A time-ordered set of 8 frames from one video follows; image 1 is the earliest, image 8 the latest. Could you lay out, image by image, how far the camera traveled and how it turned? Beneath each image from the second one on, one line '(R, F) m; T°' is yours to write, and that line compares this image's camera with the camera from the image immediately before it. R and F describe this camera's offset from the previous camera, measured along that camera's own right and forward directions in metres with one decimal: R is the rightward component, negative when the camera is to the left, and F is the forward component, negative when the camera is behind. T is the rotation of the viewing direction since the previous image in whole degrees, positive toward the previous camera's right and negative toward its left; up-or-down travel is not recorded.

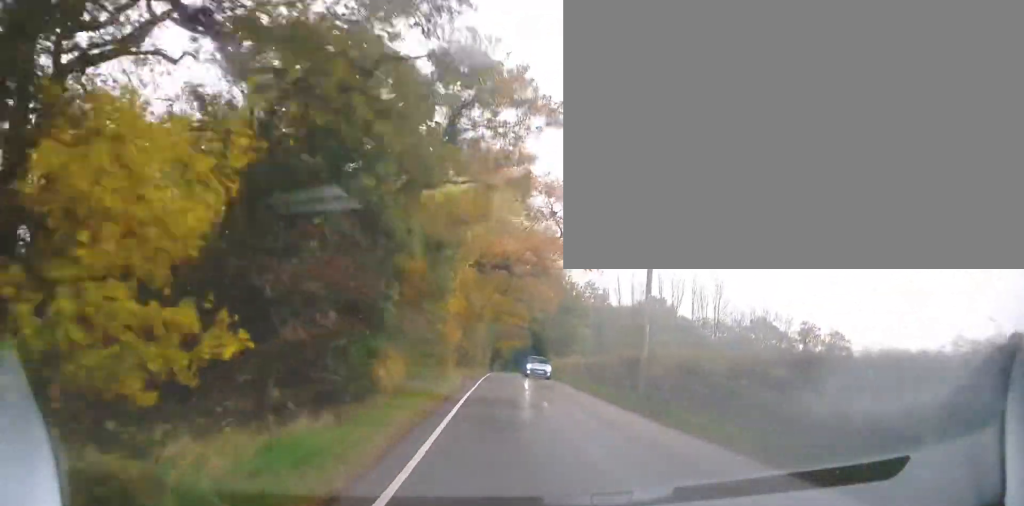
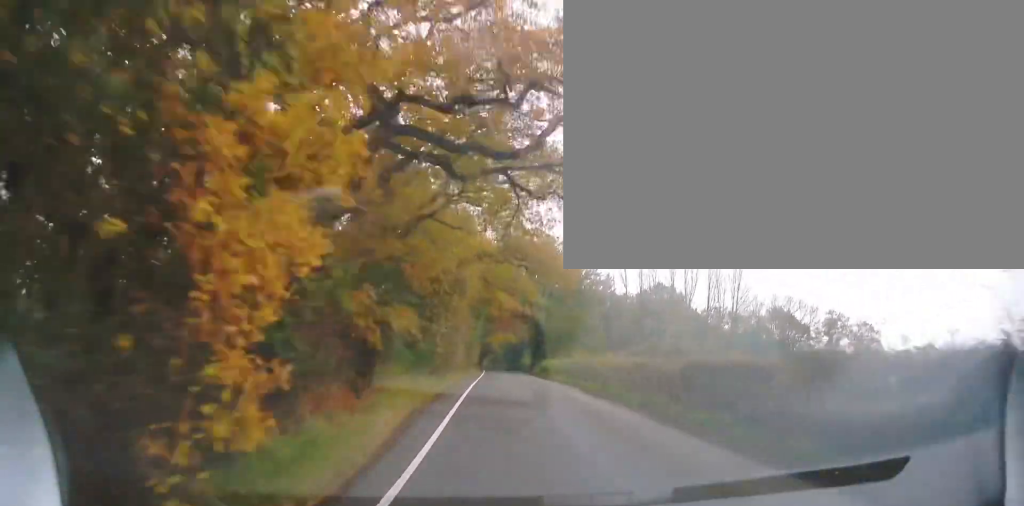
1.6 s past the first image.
(-0.2, +14.9) m; 0°
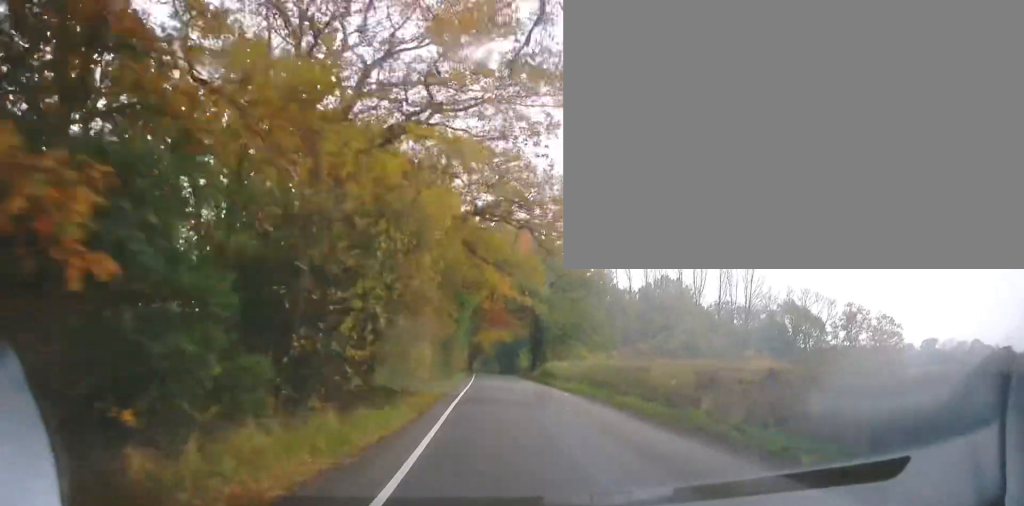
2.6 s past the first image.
(+0.2, +9.6) m; +2°
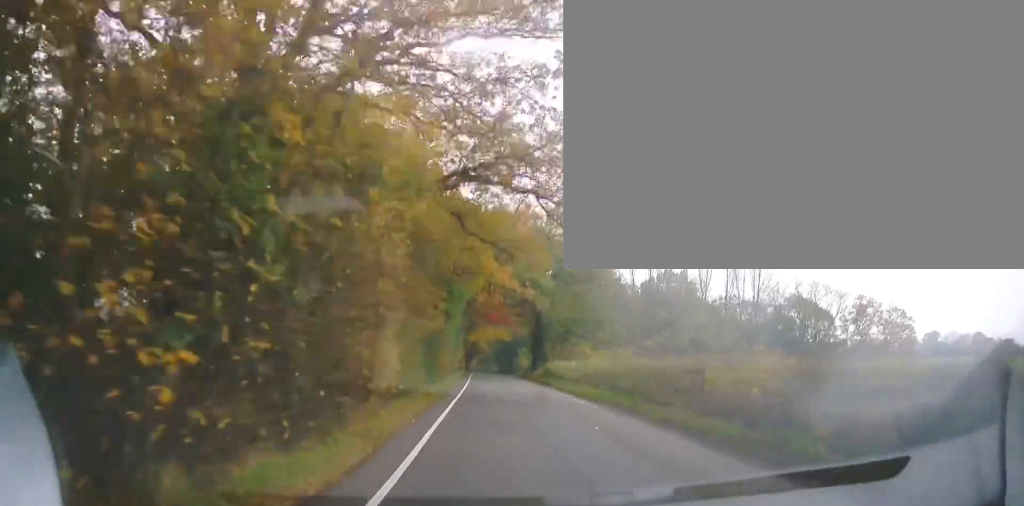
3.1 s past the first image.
(+0.1, +4.4) m; +1°
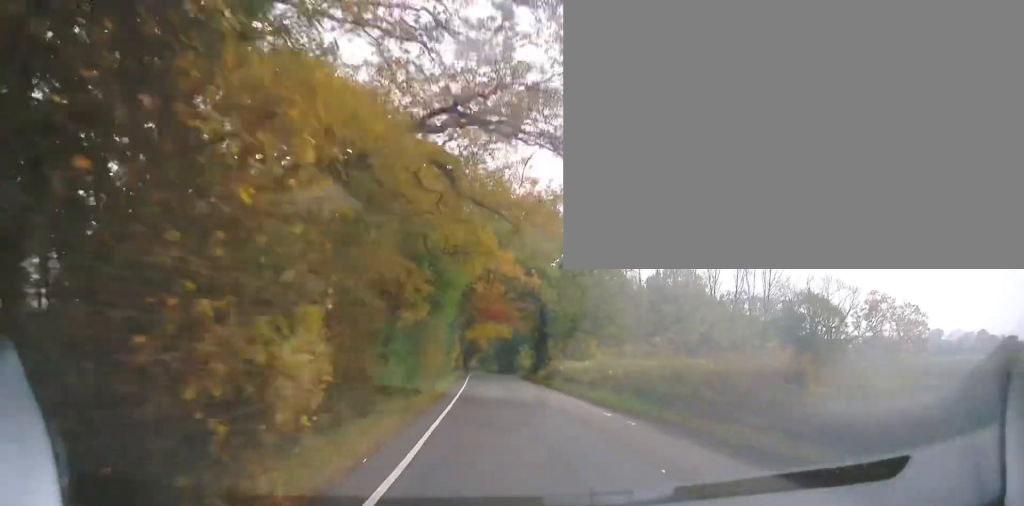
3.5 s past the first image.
(0.0, +4.2) m; 0°
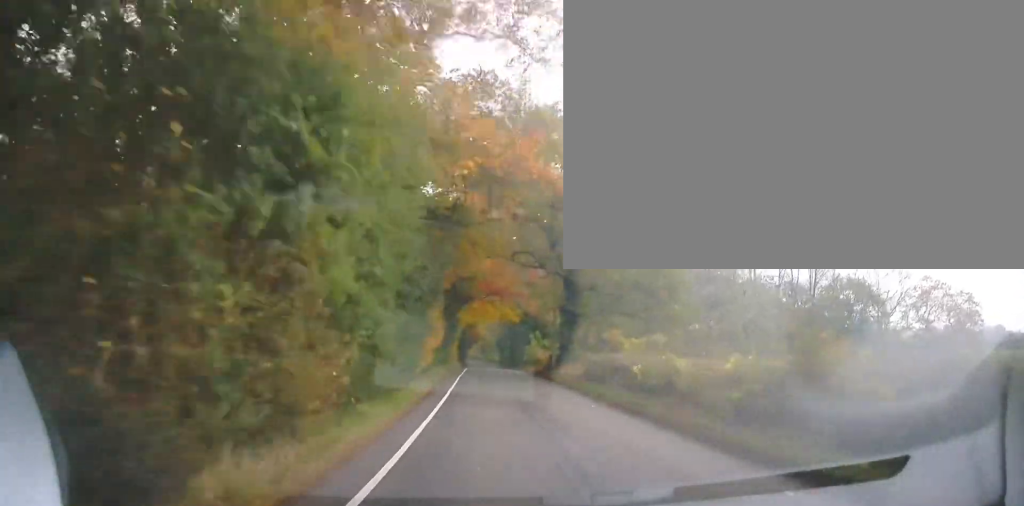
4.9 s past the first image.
(0.0, +14.2) m; 0°
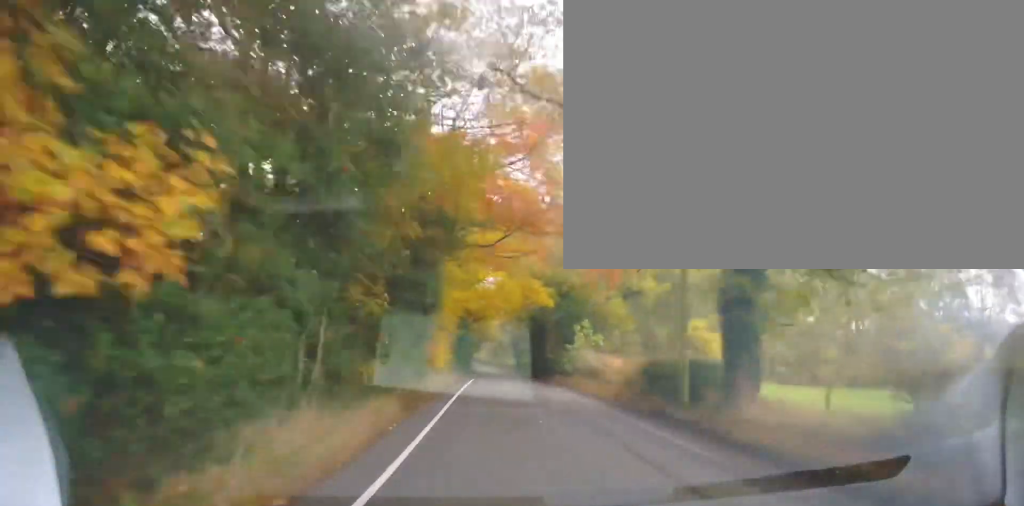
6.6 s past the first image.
(-0.4, +19.9) m; -2°
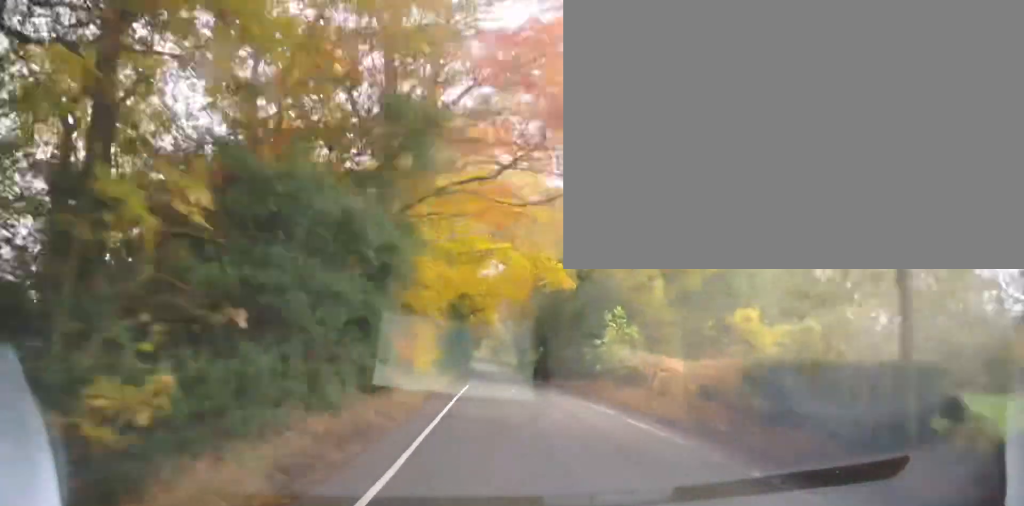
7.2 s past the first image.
(-0.1, +7.0) m; 0°
